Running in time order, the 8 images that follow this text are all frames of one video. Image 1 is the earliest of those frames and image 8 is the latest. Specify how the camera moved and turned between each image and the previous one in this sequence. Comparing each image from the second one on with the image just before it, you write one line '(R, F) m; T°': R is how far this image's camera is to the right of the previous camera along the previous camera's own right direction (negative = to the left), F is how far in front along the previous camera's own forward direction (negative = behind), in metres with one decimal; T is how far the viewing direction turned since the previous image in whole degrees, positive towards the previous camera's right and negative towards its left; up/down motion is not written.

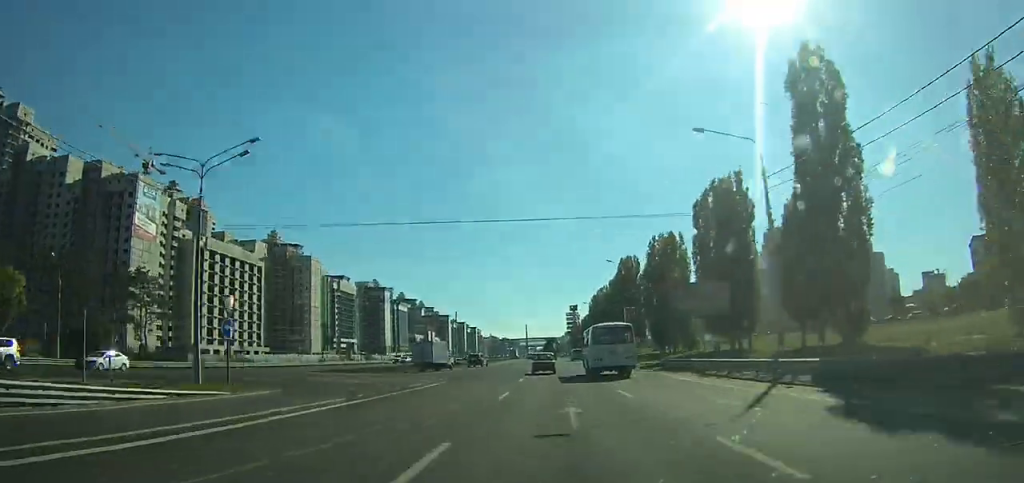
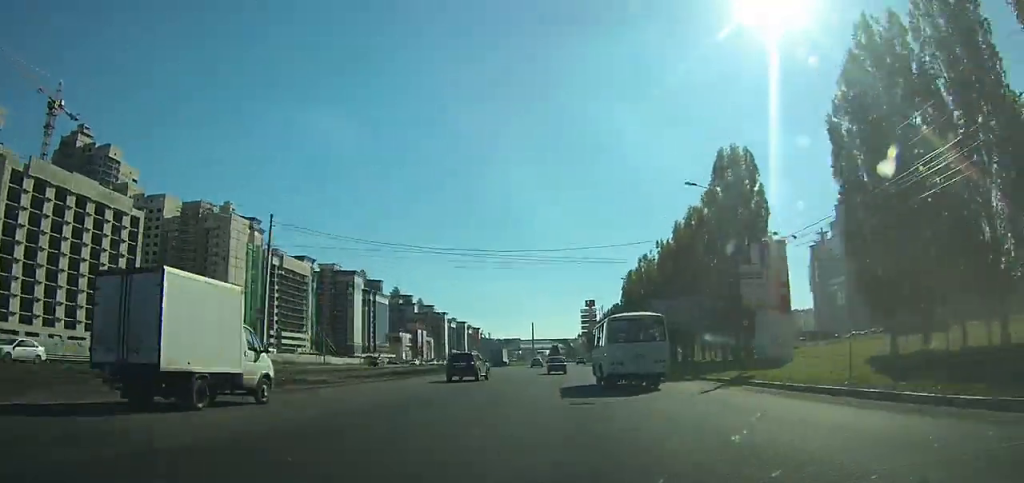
(-0.9, +72.0) m; -1°
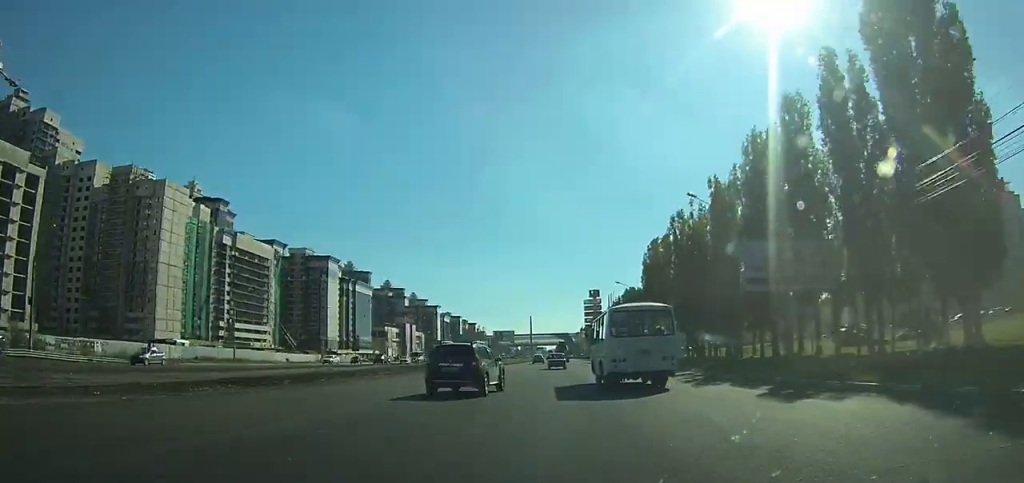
(-0.2, +33.6) m; 0°
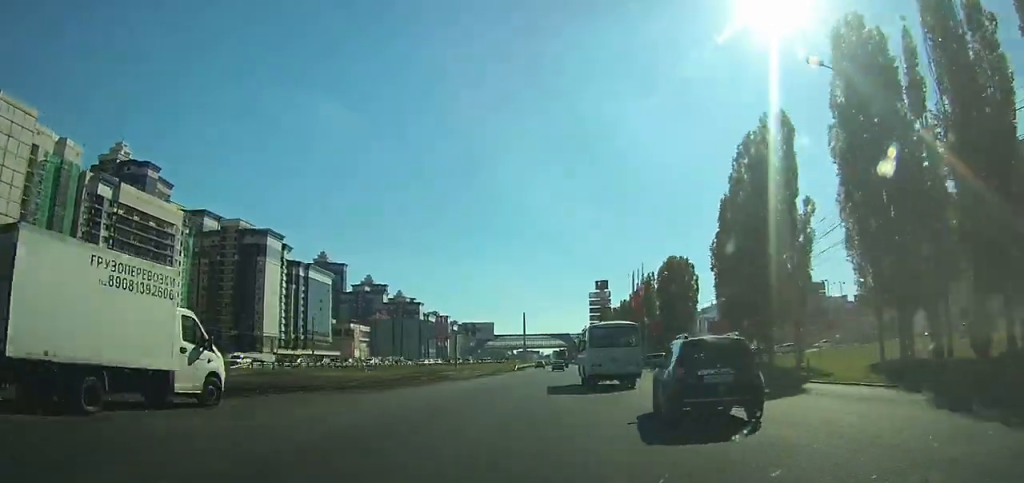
(-0.4, +65.2) m; 0°
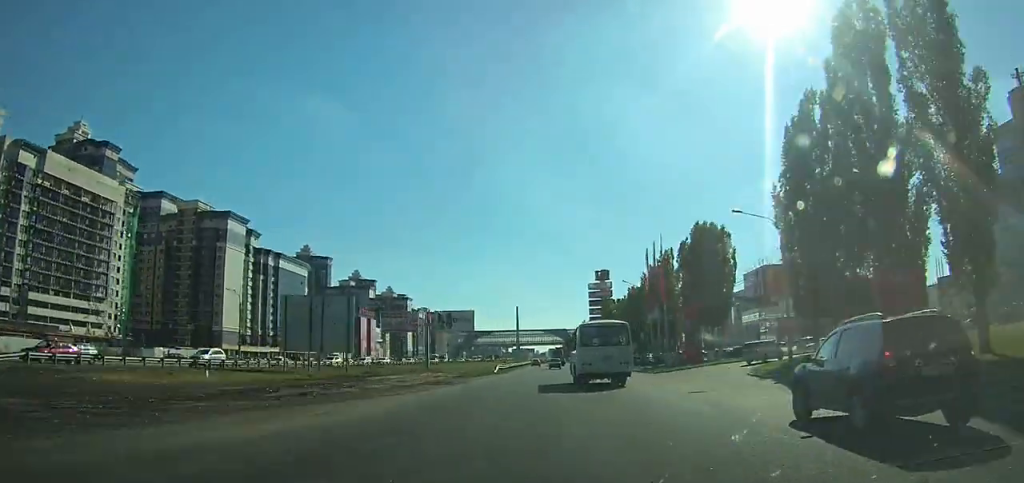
(-0.1, +24.7) m; 0°
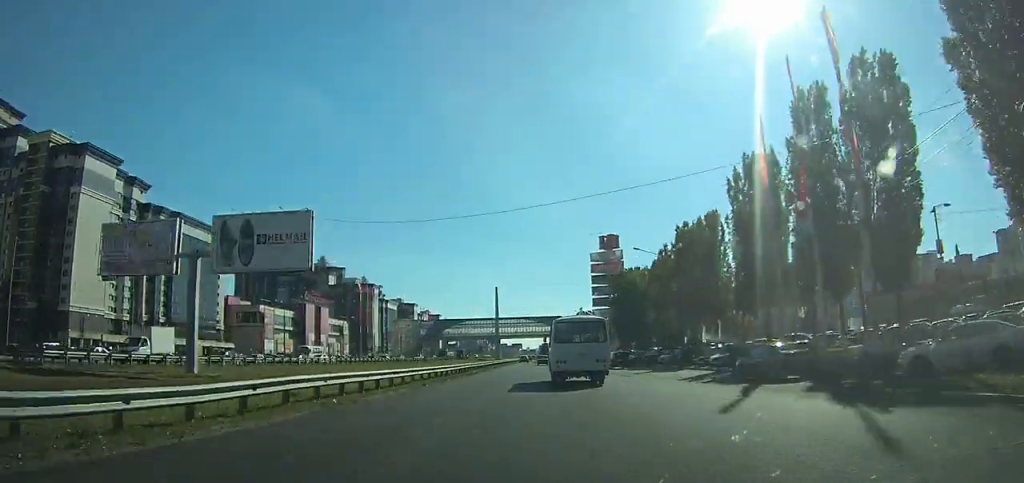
(+0.8, +59.4) m; +1°
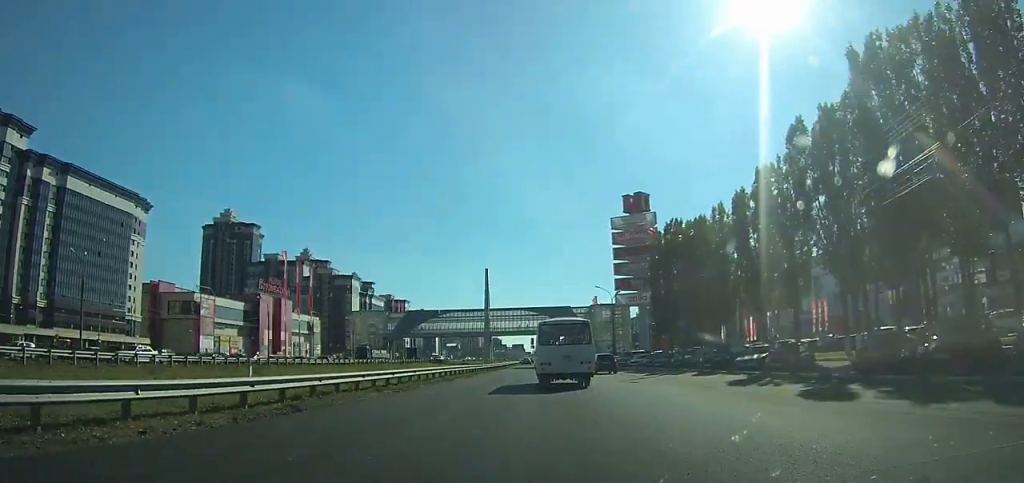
(+0.1, +45.8) m; 0°
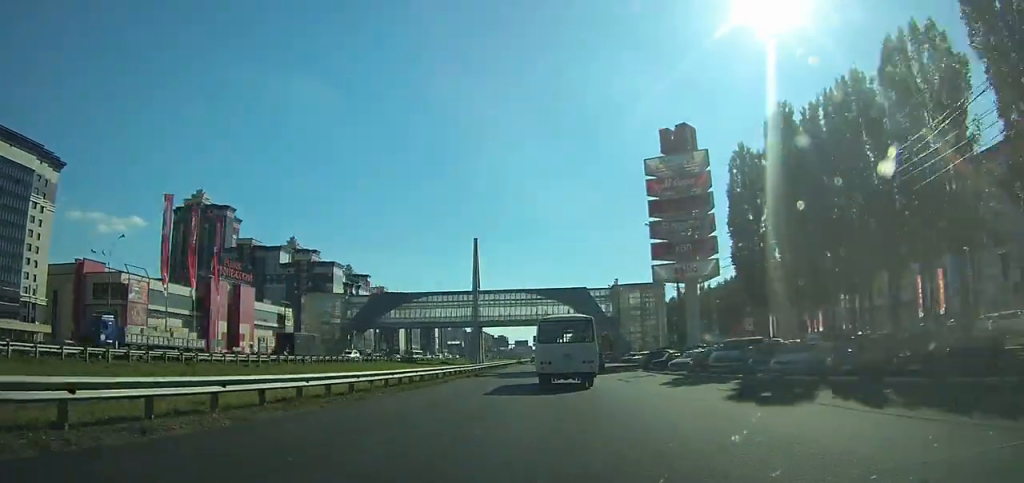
(0.0, +36.3) m; 0°
